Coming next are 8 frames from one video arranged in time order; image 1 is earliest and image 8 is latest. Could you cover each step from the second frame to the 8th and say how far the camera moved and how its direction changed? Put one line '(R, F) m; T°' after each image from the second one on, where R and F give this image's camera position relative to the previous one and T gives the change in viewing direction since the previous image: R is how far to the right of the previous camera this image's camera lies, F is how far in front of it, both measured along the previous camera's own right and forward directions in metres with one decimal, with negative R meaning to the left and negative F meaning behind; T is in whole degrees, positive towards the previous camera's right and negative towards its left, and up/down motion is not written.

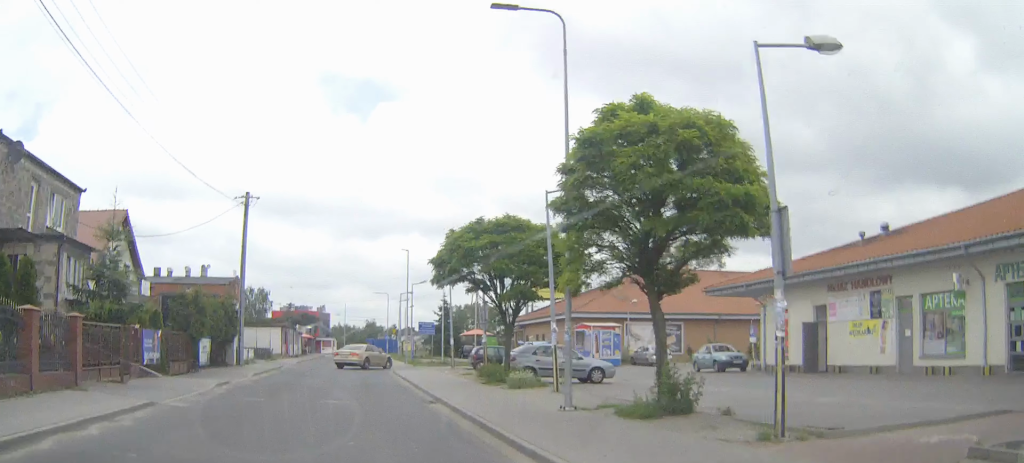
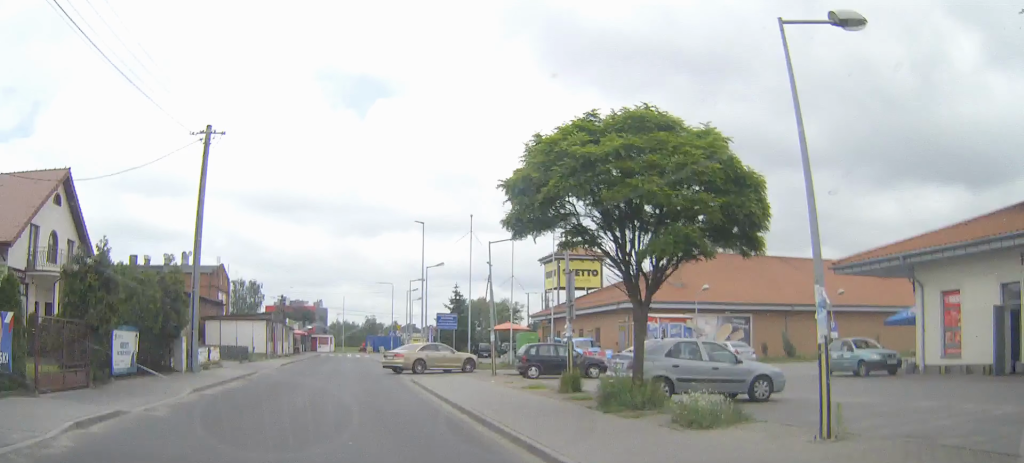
(0.0, +11.5) m; 0°
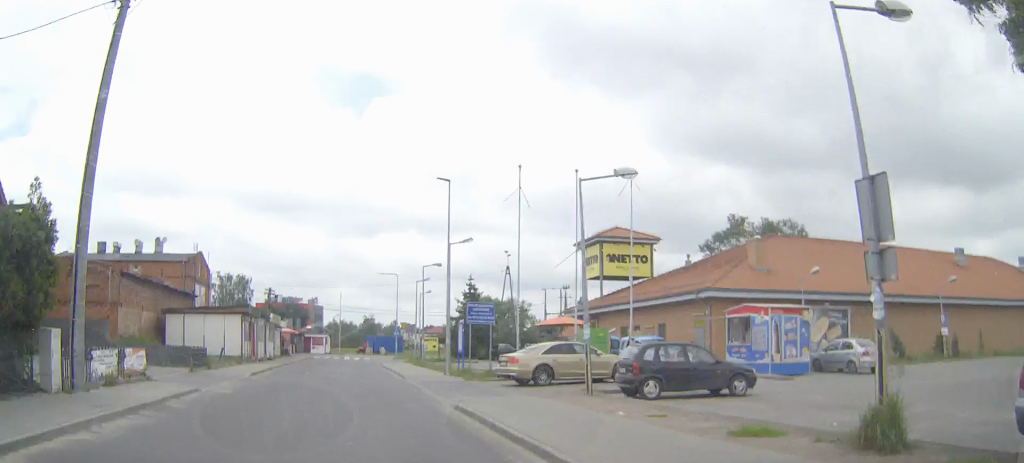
(0.0, +11.6) m; 0°
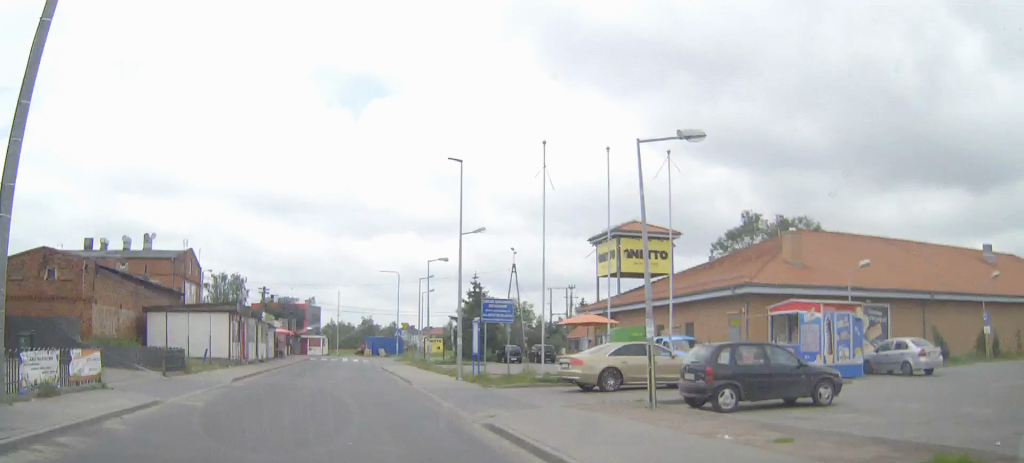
(0.0, +4.0) m; 0°
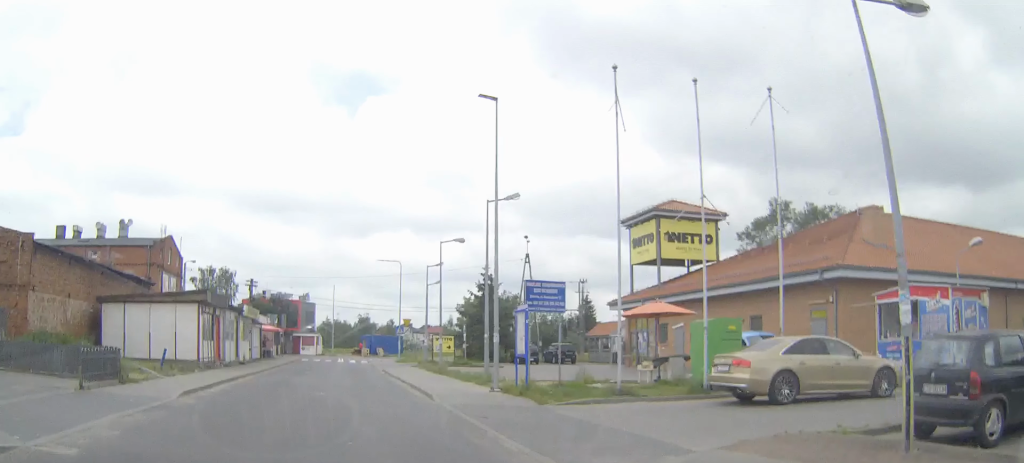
(+0.1, +7.0) m; +1°
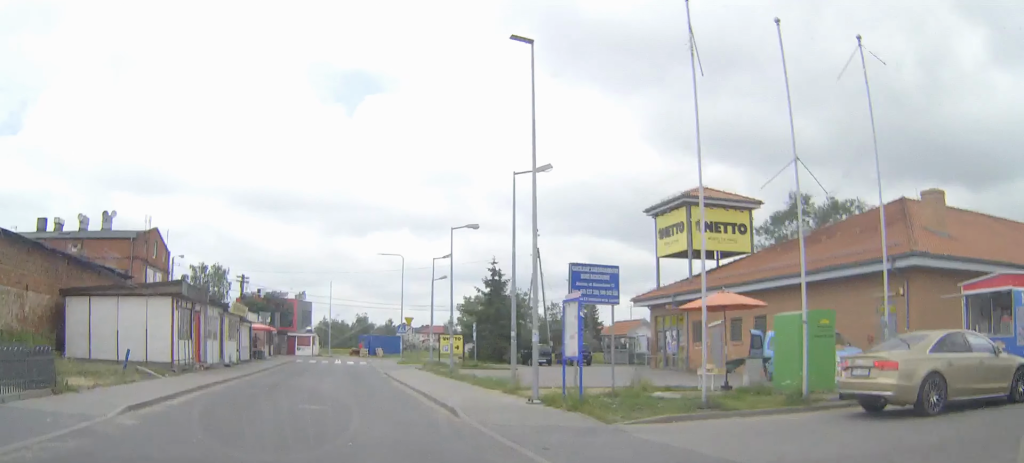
(0.0, +4.3) m; 0°
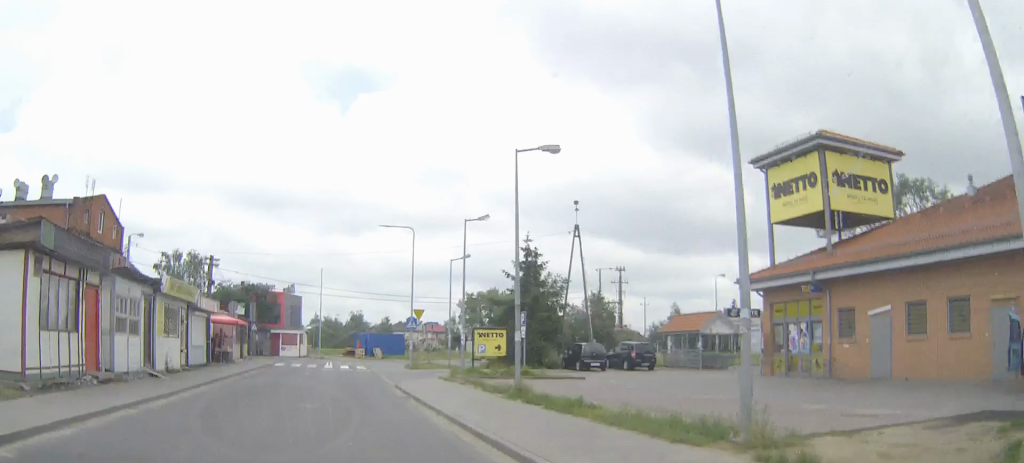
(0.0, +12.5) m; 0°
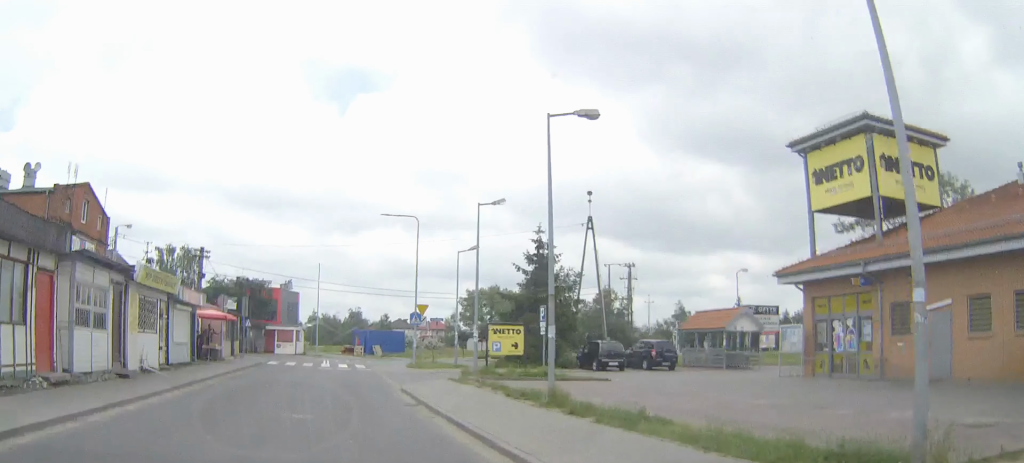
(0.0, +3.1) m; 0°
